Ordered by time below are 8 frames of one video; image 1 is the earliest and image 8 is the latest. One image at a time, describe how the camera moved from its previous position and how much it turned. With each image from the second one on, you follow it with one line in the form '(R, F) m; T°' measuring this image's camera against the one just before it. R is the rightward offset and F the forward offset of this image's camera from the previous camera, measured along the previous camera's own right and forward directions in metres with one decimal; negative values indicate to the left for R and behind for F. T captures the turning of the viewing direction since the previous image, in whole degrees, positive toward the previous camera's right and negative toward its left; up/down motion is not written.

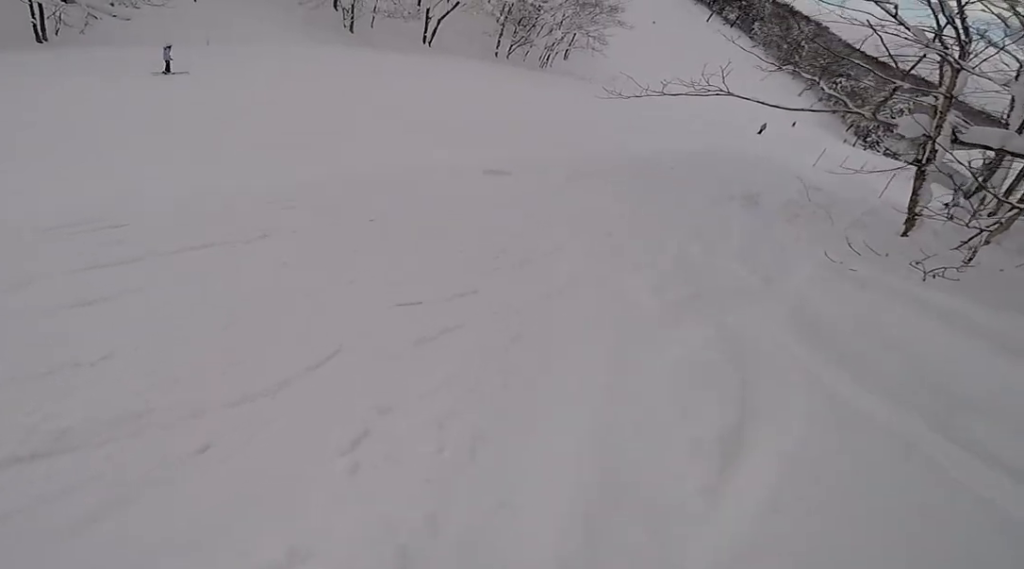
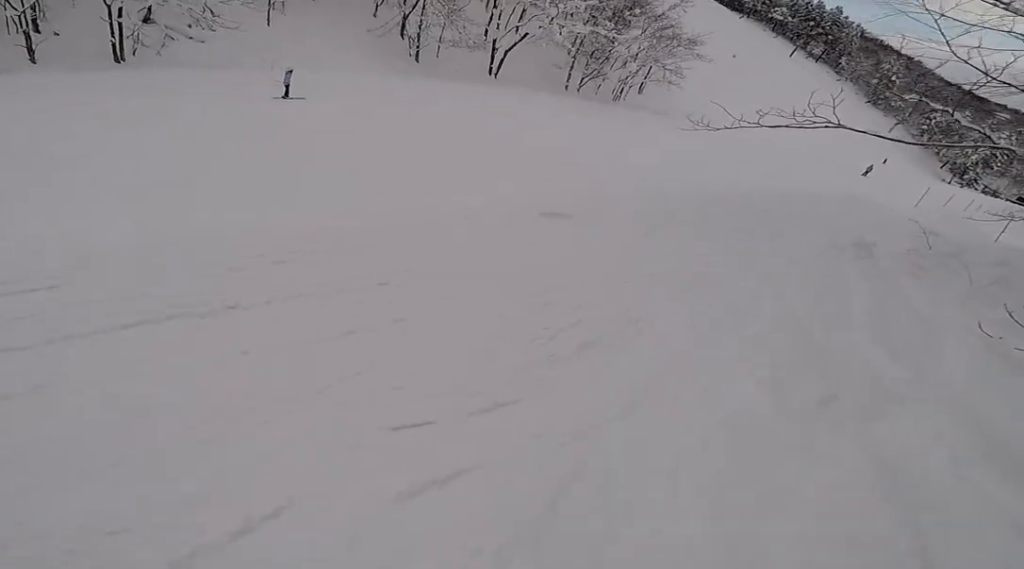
(-0.5, +1.6) m; -1°
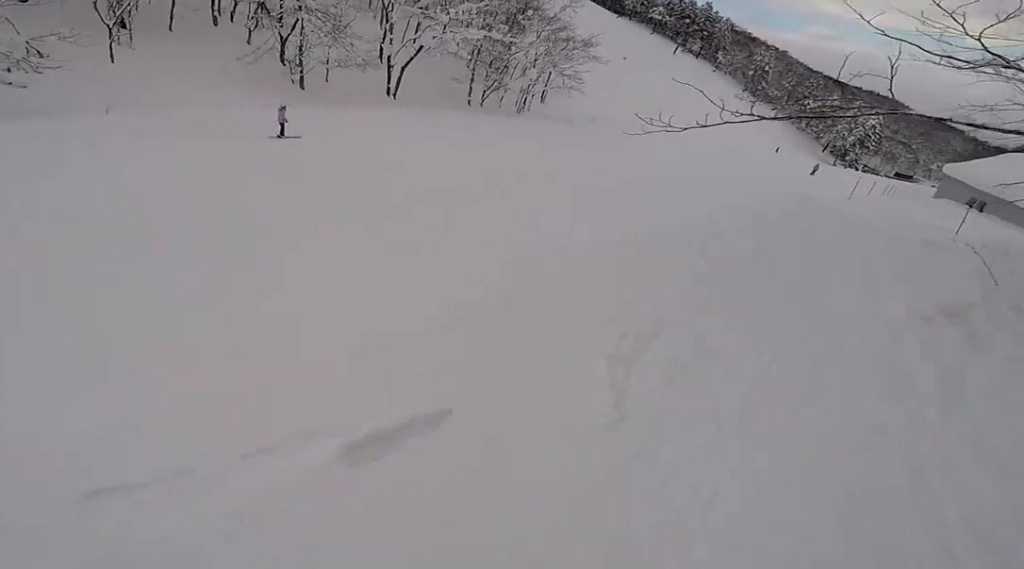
(+0.4, +4.8) m; +12°
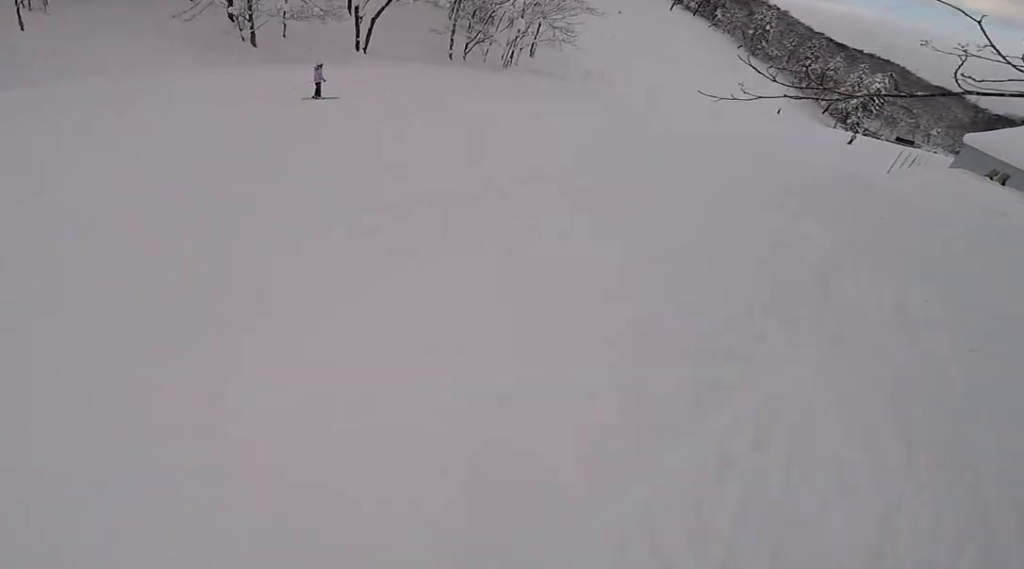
(+0.2, +3.7) m; +4°
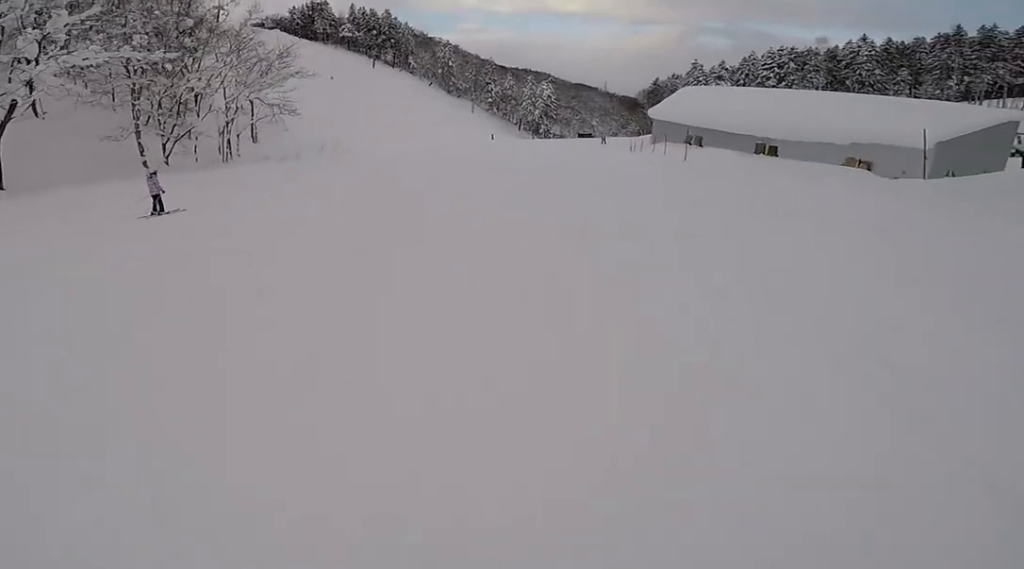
(+0.1, +8.7) m; +11°
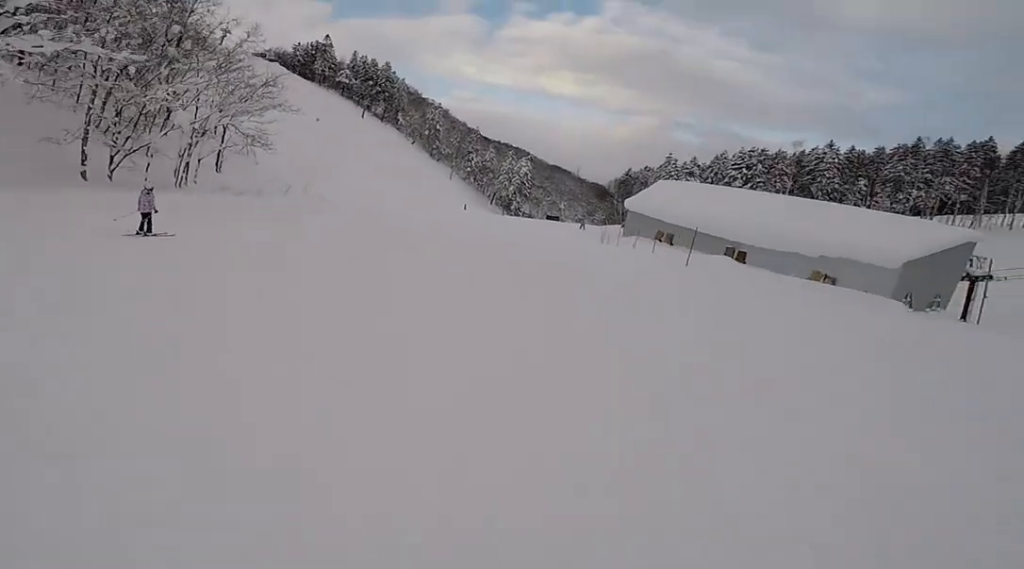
(+0.5, +3.2) m; +5°
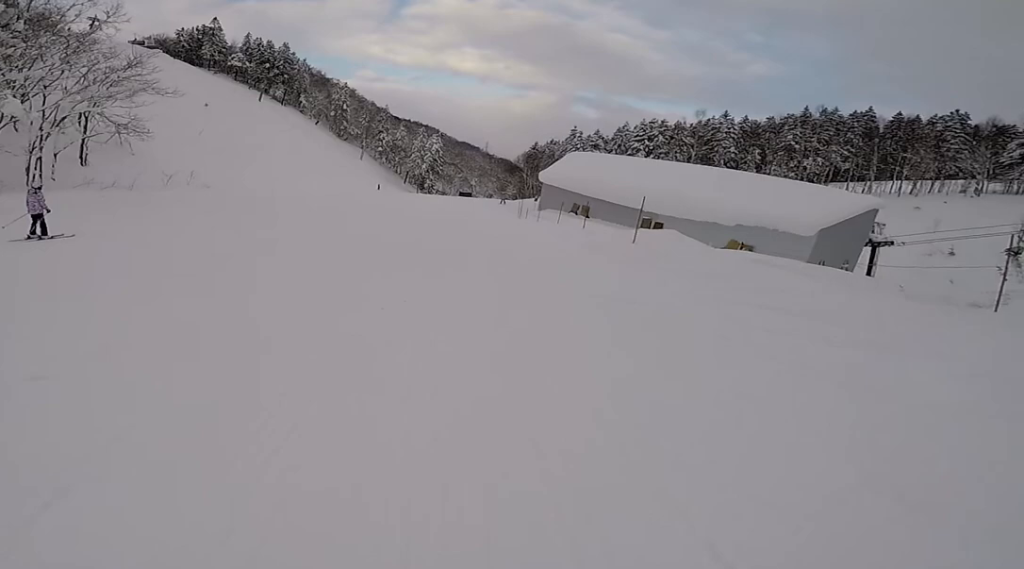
(+0.2, +2.8) m; +4°
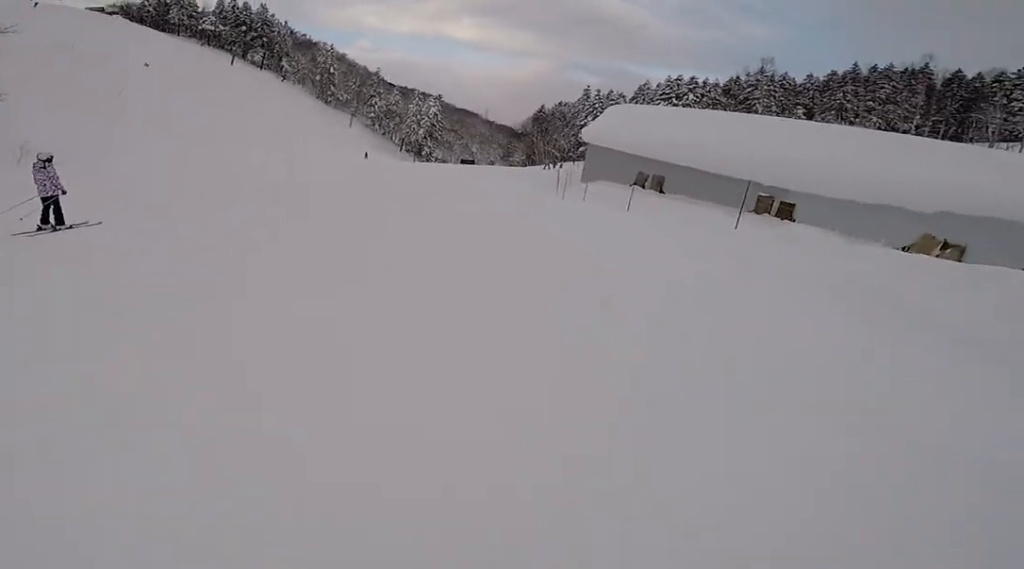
(+2.1, +17.8) m; +9°
